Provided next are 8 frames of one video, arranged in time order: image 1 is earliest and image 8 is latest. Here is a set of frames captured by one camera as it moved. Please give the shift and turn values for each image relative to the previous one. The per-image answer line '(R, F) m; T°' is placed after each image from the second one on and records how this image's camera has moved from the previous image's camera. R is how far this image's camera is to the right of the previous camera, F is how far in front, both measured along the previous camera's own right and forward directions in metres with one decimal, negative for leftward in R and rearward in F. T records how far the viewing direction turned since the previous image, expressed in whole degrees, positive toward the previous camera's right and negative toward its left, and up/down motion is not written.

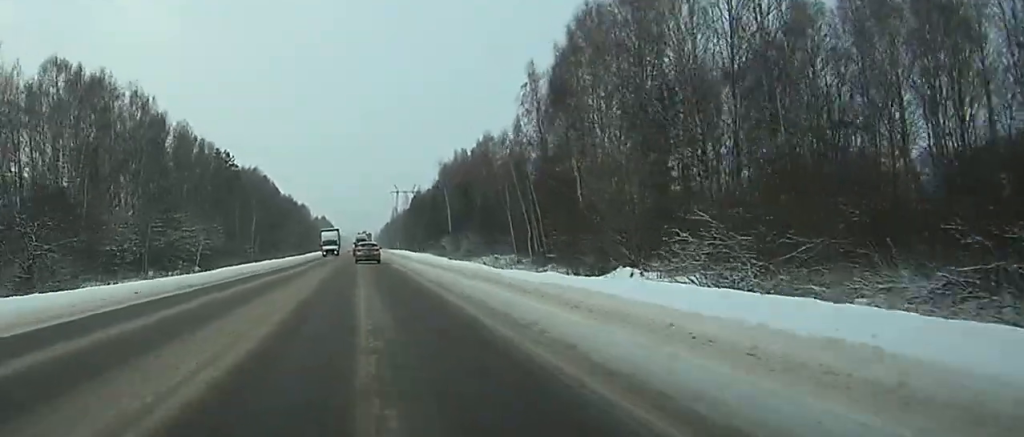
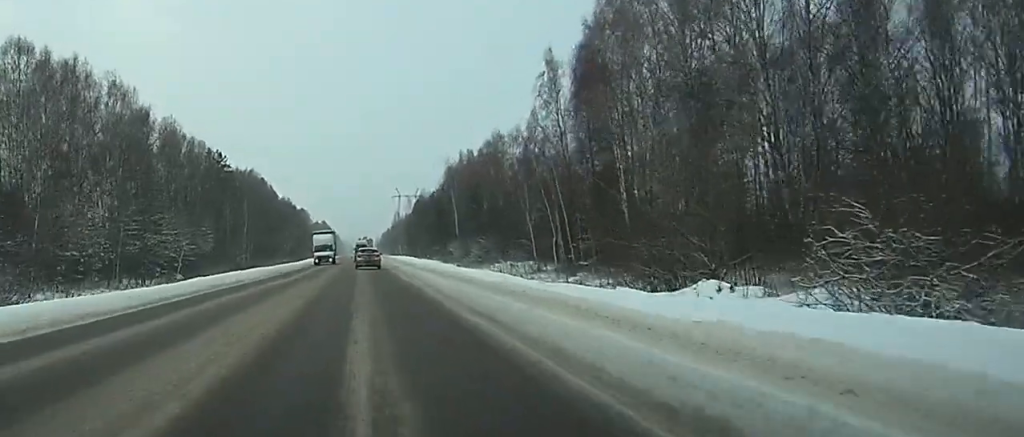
(0.0, +11.3) m; 0°
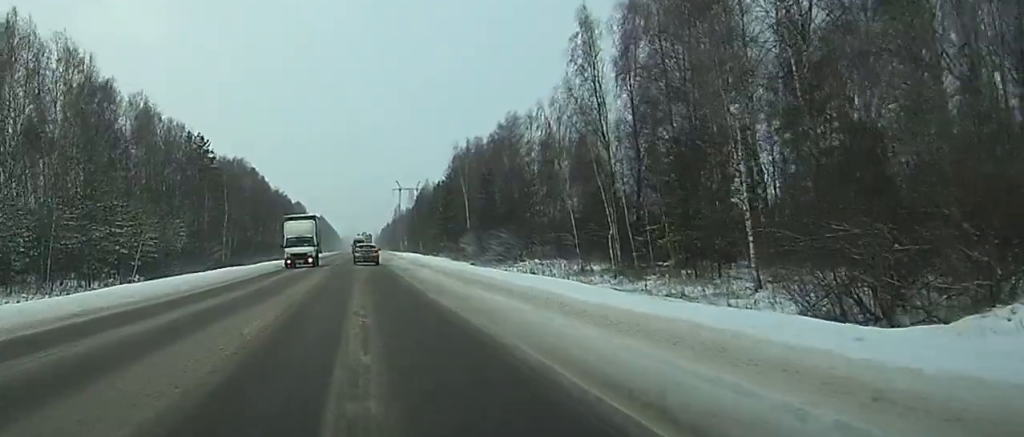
(0.0, +18.3) m; 0°
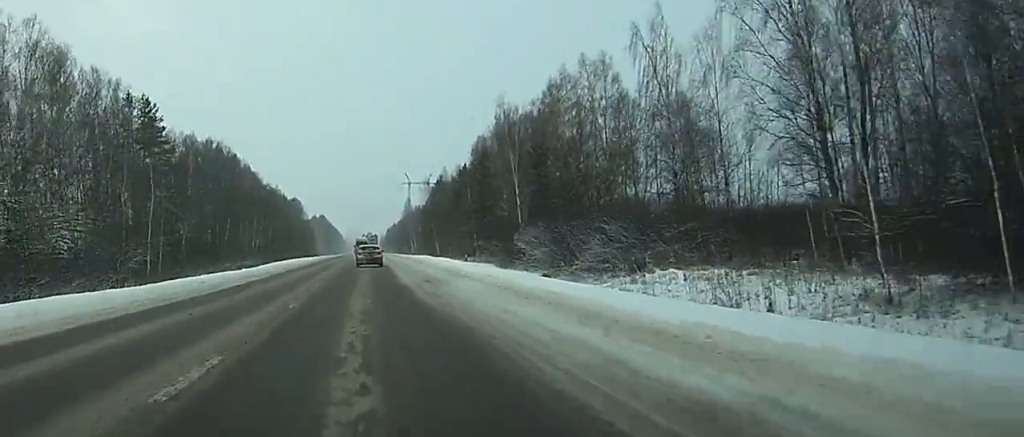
(+0.1, +41.6) m; 0°
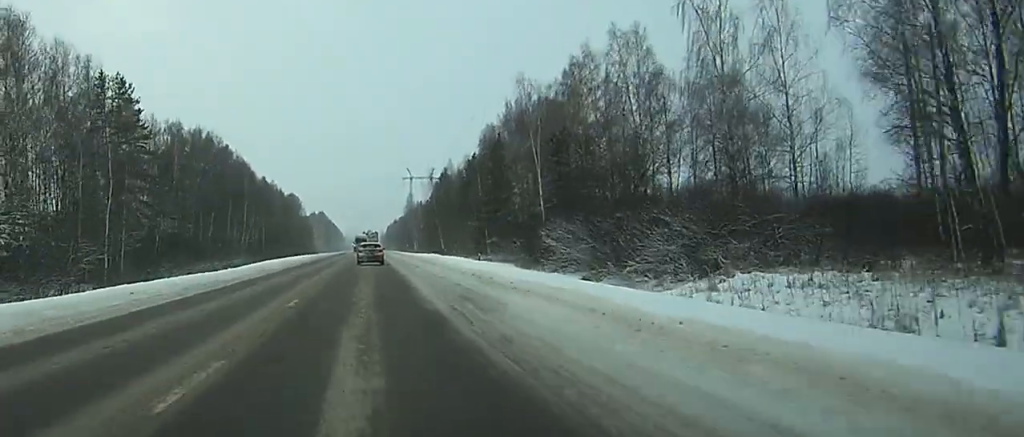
(0.0, +11.9) m; 0°
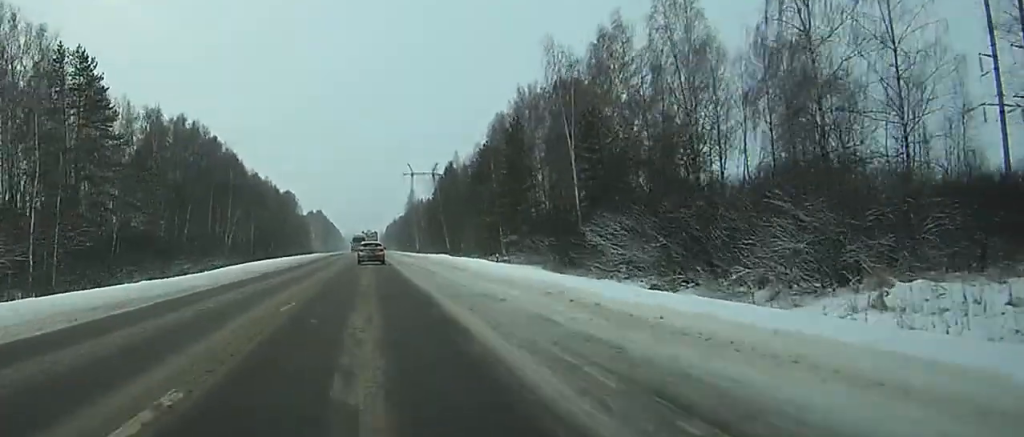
(-0.1, +13.4) m; 0°
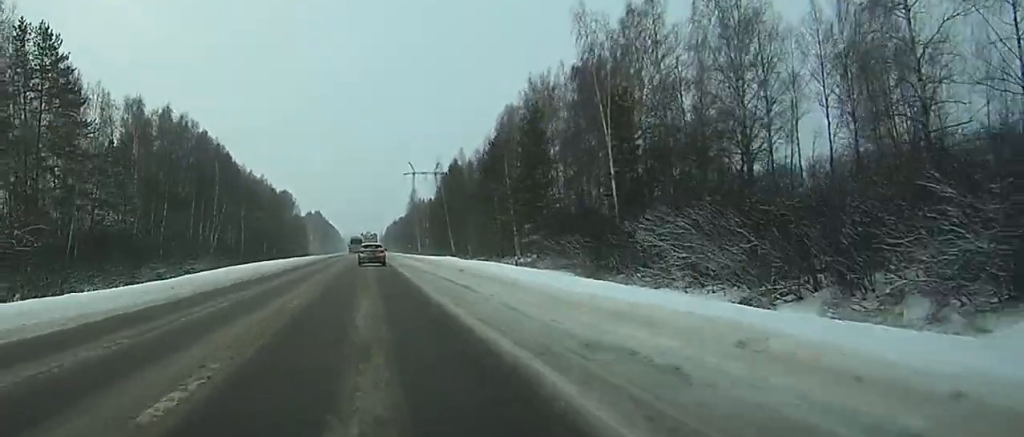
(0.0, +9.8) m; 0°
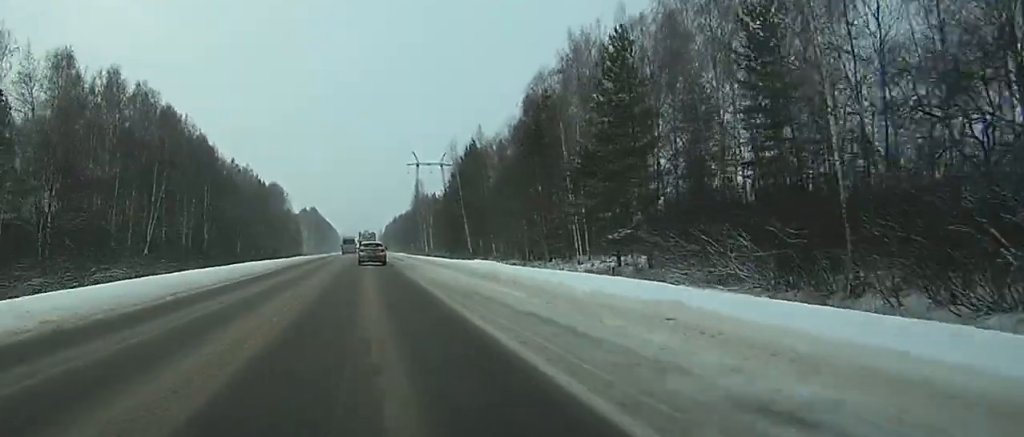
(-0.2, +25.8) m; -2°
